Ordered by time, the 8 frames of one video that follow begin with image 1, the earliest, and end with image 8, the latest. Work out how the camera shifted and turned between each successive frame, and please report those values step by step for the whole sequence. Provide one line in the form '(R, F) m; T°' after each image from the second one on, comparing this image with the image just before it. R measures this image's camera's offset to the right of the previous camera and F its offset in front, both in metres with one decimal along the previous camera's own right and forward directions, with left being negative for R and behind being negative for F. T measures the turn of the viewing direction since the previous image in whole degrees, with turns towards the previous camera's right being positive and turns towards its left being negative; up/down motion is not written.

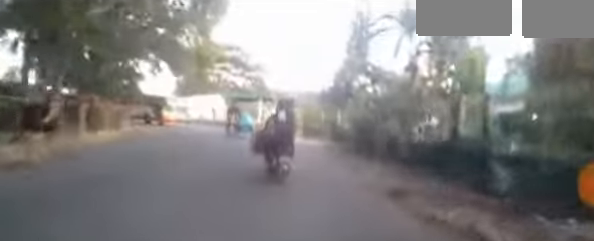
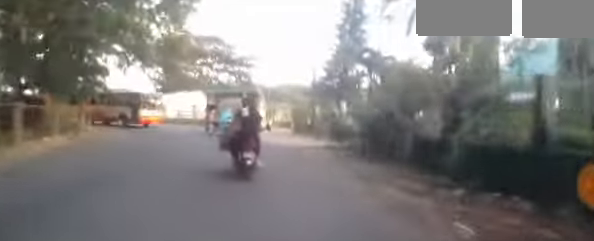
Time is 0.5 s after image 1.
(-0.1, +3.5) m; -2°
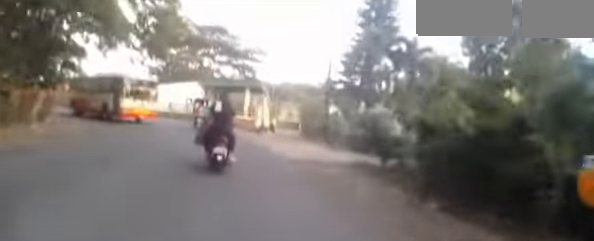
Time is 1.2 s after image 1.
(0.0, +5.0) m; -3°
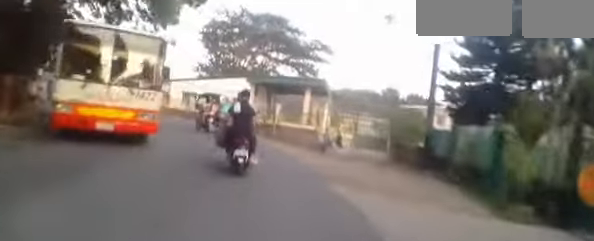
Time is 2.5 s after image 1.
(-0.8, +8.8) m; -12°
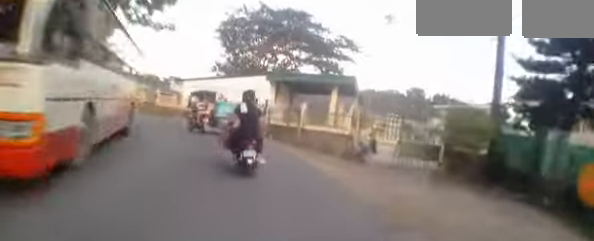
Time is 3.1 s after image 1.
(-0.2, +3.5) m; -5°
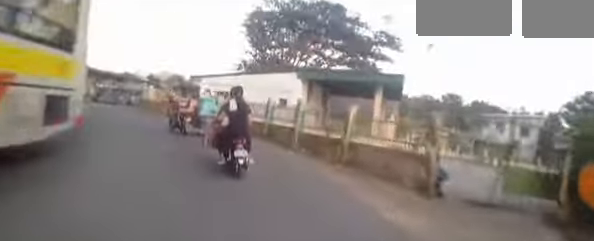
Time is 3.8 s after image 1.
(-0.3, +4.9) m; -4°
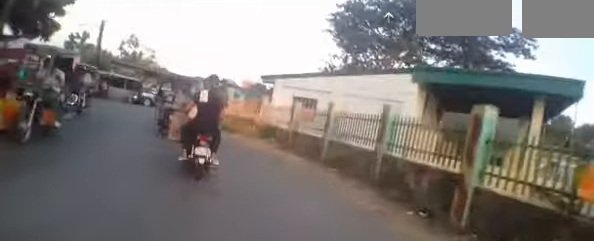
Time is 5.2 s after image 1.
(-0.3, +8.3) m; -6°
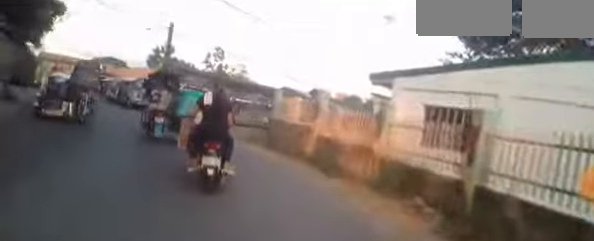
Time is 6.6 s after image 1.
(-0.3, +7.6) m; -6°
